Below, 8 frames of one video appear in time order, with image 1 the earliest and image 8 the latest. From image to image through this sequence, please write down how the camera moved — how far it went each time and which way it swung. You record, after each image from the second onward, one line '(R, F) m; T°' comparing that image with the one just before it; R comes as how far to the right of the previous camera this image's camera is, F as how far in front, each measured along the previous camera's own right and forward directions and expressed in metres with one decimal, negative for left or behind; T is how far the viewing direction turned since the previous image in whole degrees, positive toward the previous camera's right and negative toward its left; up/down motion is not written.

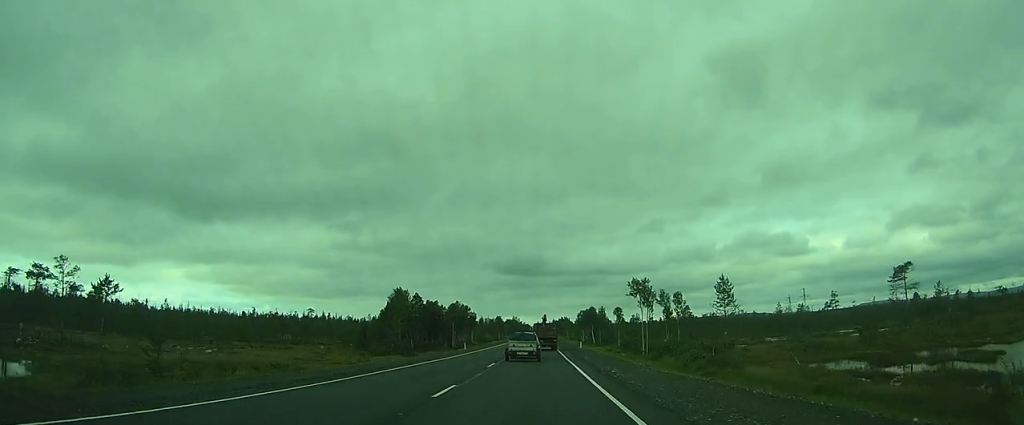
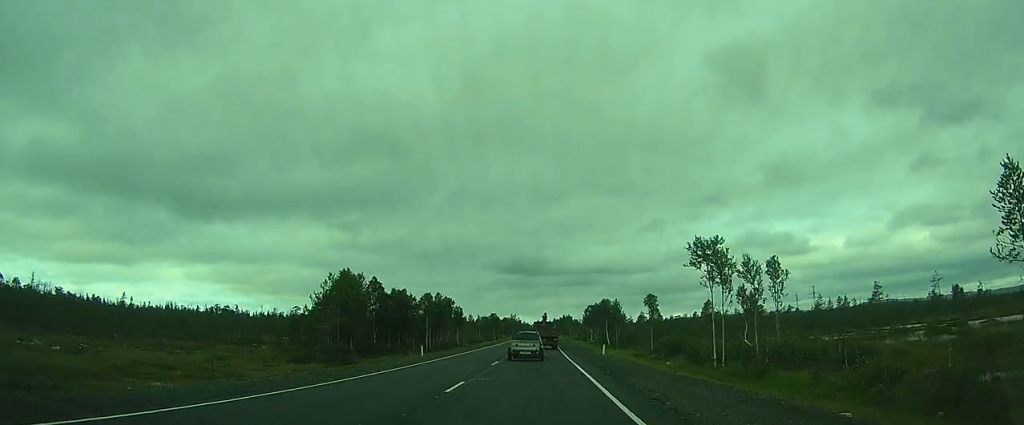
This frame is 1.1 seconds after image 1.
(+0.1, +20.5) m; +1°
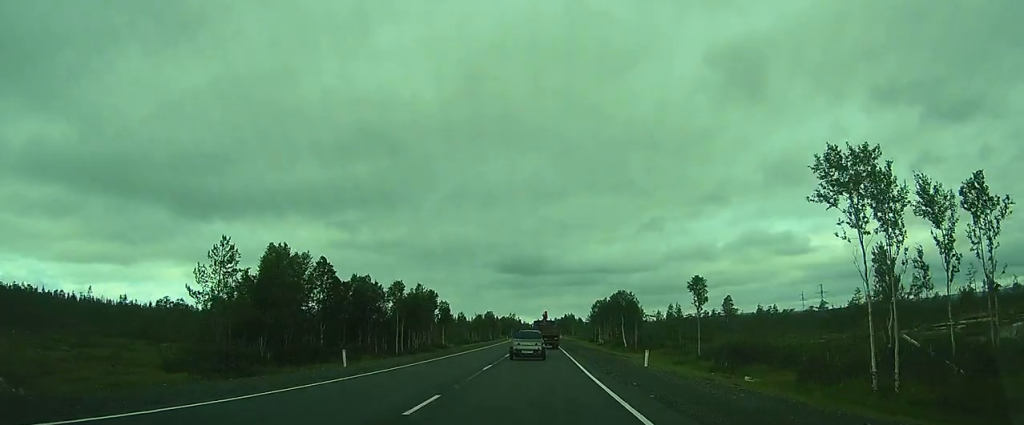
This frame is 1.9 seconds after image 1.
(+0.1, +14.4) m; -1°
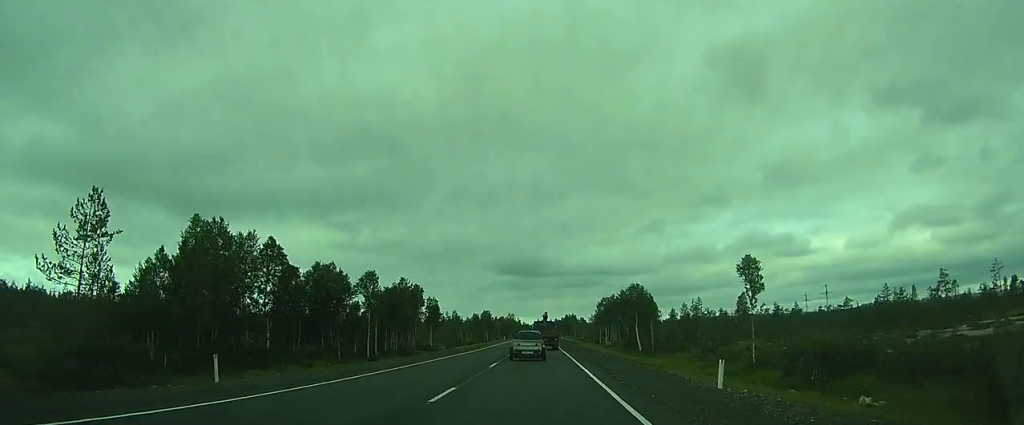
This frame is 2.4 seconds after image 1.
(+0.1, +9.0) m; -1°
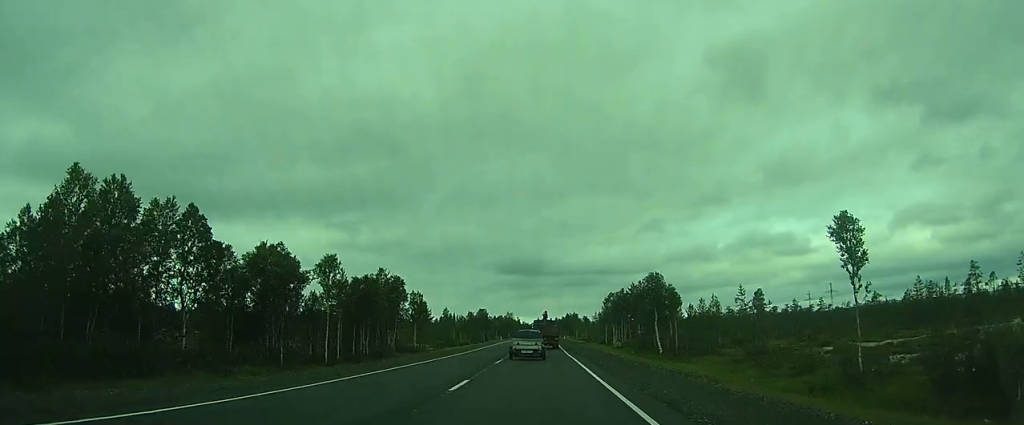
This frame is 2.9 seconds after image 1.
(-0.2, +9.2) m; 0°
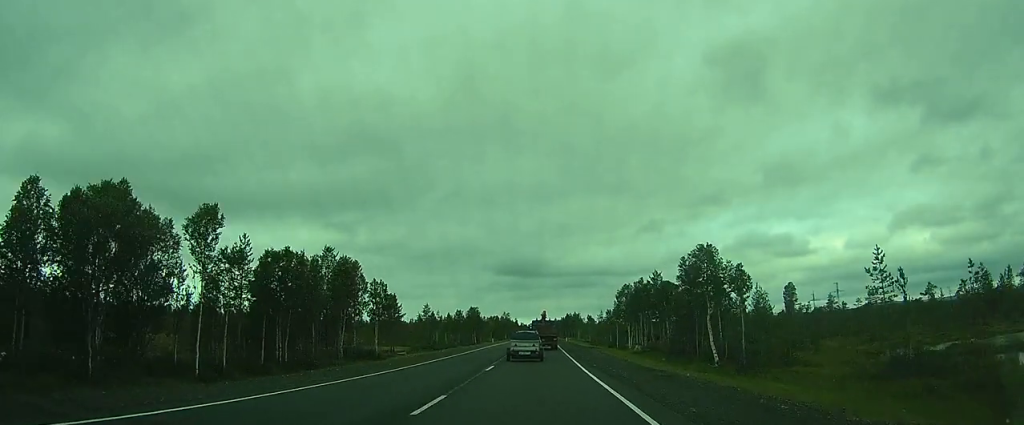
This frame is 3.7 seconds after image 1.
(-0.1, +14.7) m; 0°
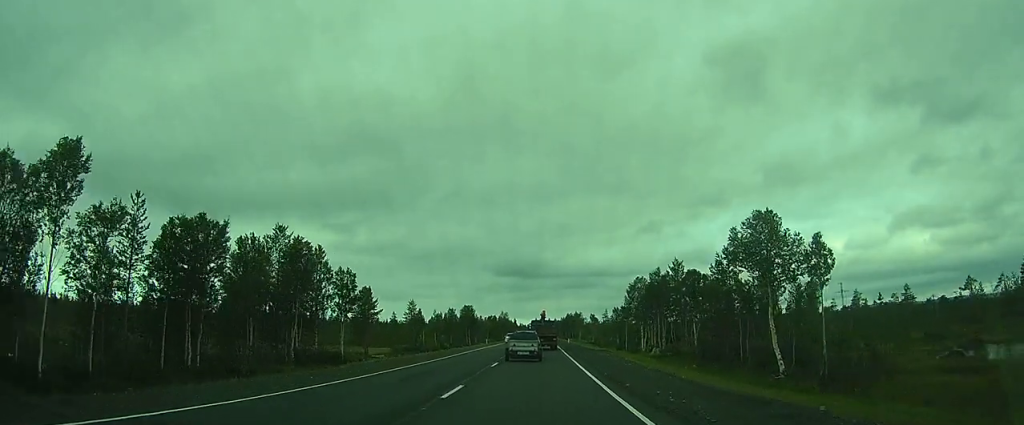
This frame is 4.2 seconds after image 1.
(+0.2, +8.7) m; 0°
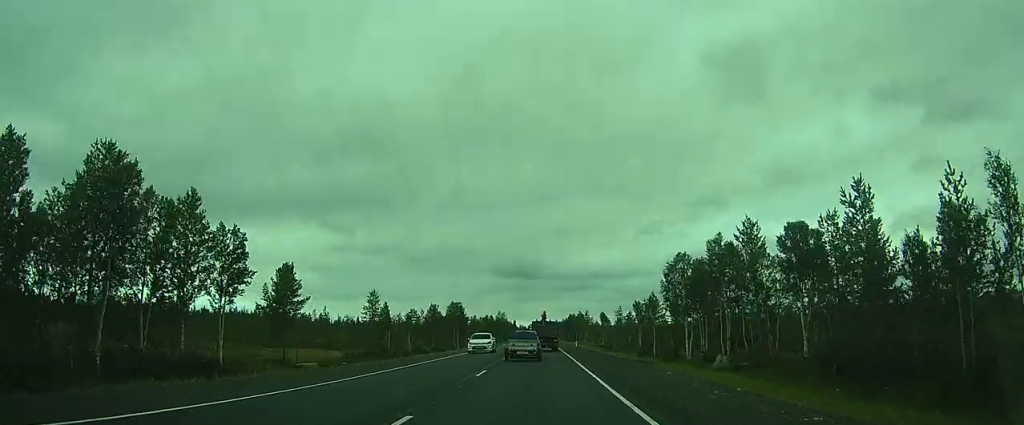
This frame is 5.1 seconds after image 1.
(0.0, +16.9) m; 0°
